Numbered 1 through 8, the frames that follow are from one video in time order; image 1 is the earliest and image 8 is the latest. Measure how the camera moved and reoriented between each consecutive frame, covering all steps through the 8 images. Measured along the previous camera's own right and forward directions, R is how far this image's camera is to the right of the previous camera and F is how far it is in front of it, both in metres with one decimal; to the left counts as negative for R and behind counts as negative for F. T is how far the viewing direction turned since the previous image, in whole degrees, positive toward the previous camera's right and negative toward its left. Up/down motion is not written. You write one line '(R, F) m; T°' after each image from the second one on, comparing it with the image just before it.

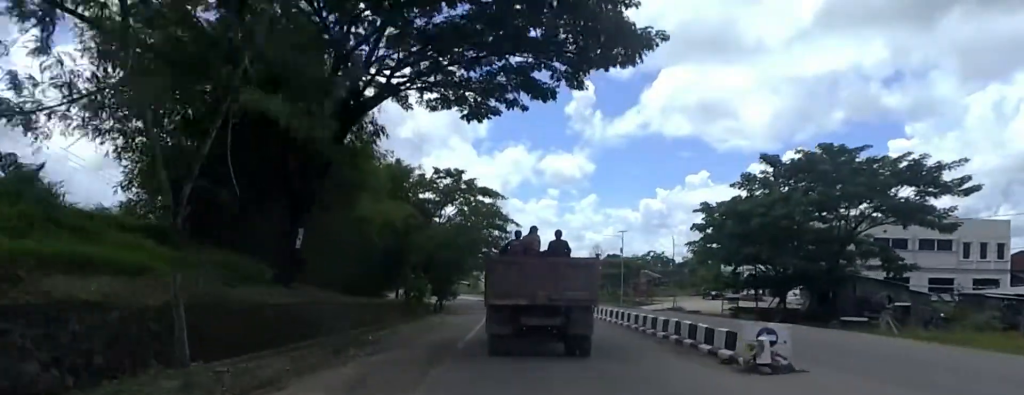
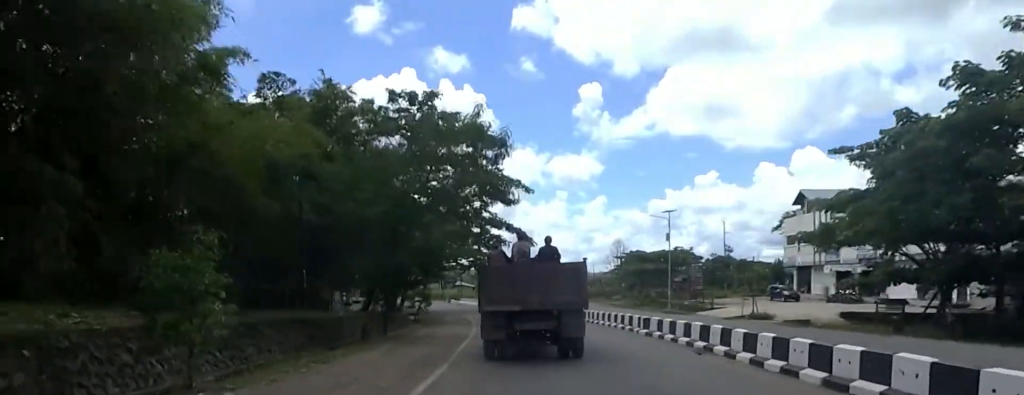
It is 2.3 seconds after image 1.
(+2.5, +19.5) m; +6°
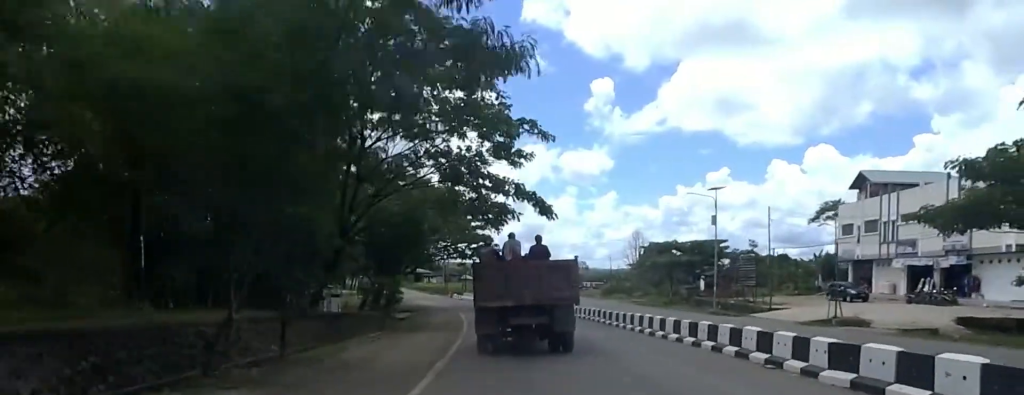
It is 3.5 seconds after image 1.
(-1.7, +10.4) m; -7°
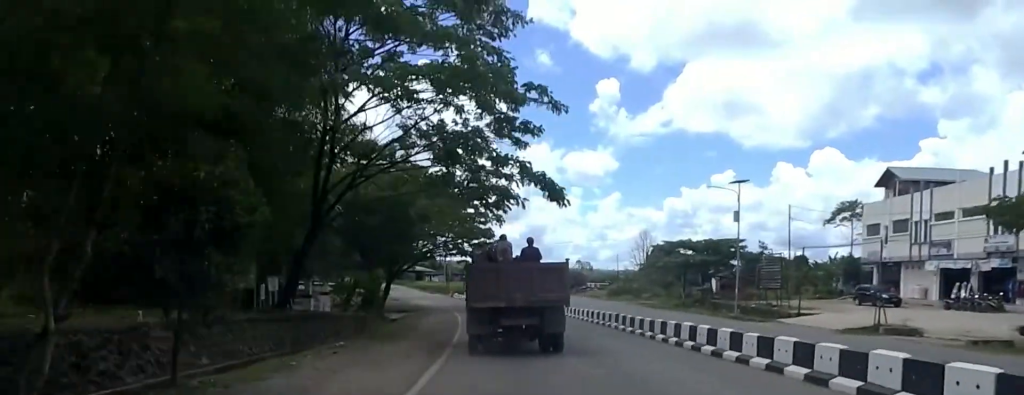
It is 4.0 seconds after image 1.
(+0.1, +3.9) m; +1°
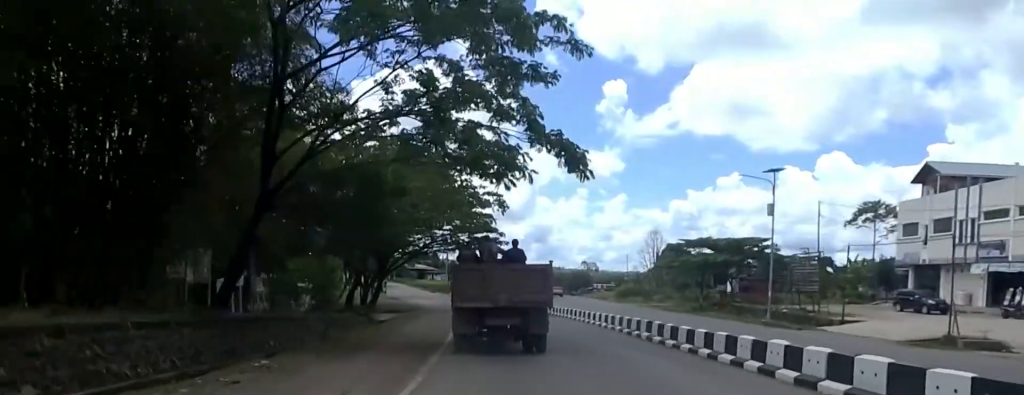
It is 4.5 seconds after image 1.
(0.0, +4.9) m; +1°
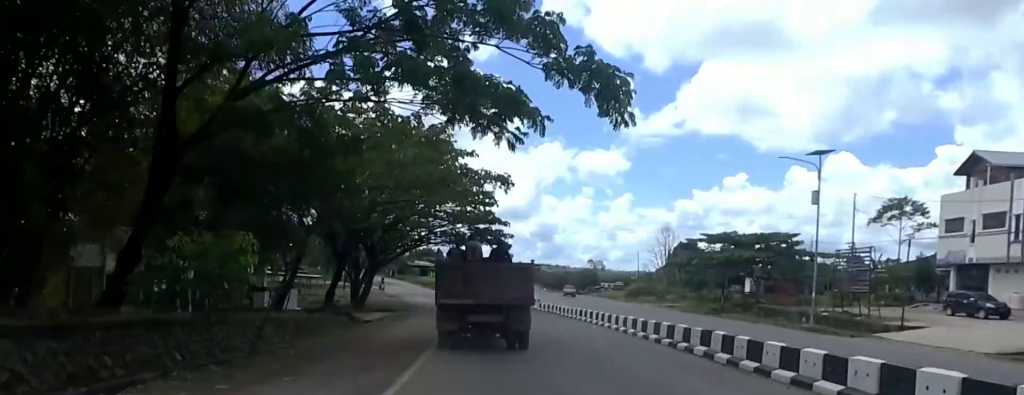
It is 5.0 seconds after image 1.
(0.0, +5.0) m; 0°
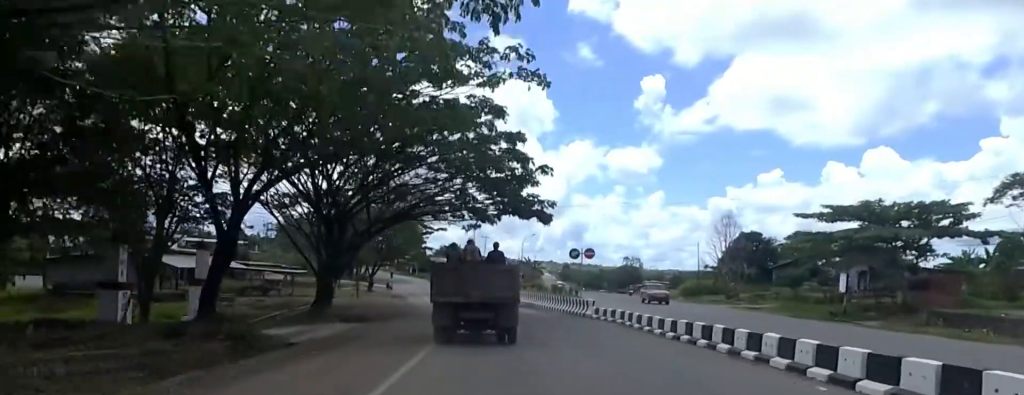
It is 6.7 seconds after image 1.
(-0.5, +15.7) m; -4°
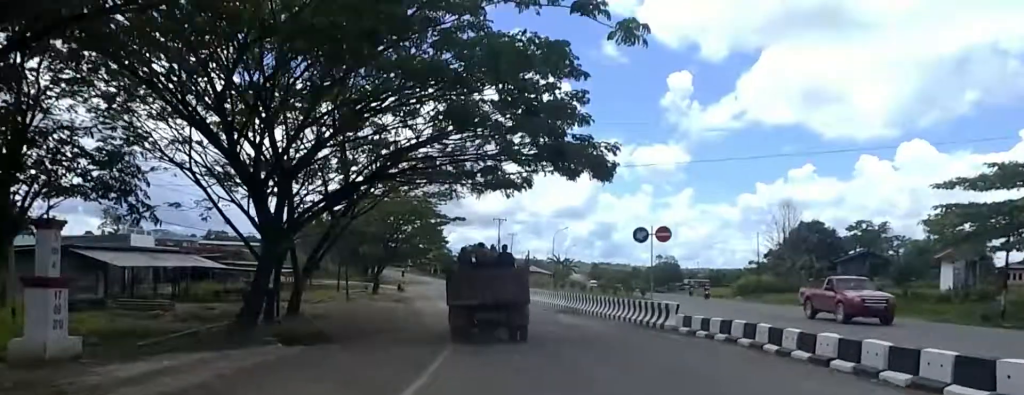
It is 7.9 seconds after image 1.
(0.0, +10.6) m; -3°
